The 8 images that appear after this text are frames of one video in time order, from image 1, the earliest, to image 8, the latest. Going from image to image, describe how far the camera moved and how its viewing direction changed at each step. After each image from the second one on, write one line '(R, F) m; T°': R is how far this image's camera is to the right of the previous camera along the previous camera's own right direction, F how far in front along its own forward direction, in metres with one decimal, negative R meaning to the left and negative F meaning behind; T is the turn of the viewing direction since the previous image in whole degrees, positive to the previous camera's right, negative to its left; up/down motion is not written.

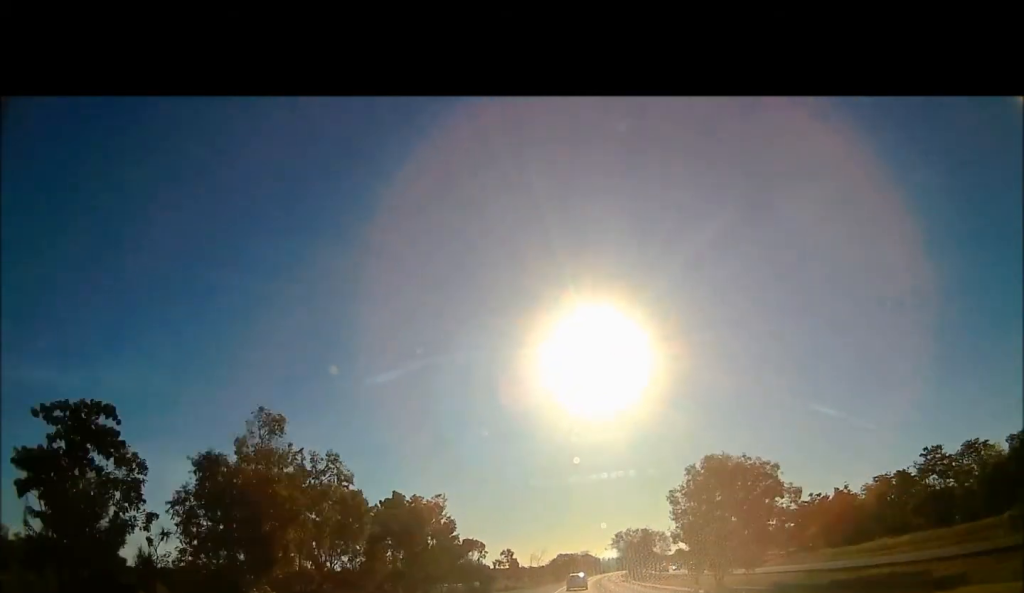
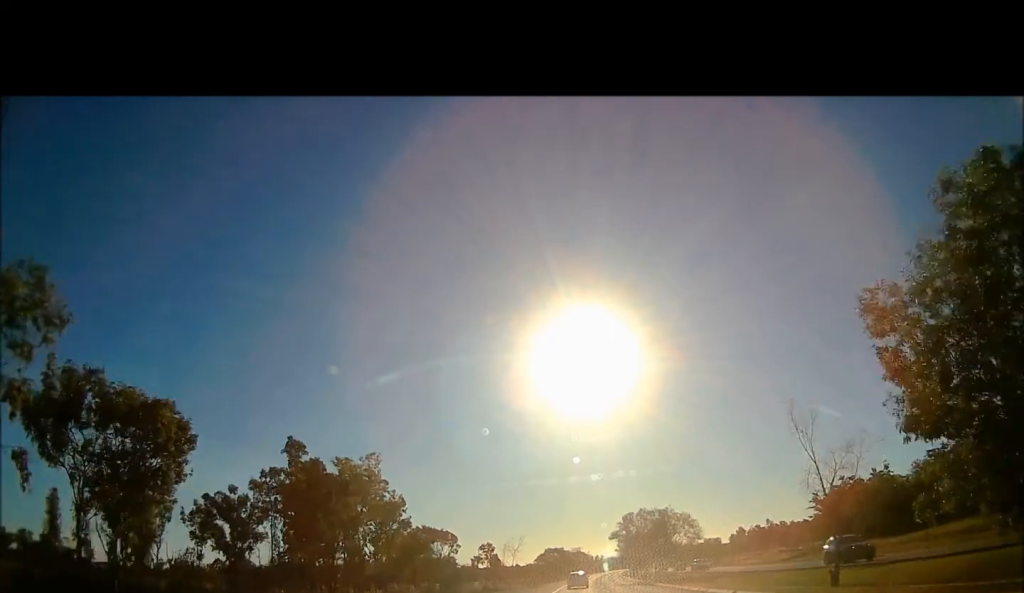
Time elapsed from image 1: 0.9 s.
(+0.1, +28.3) m; -1°
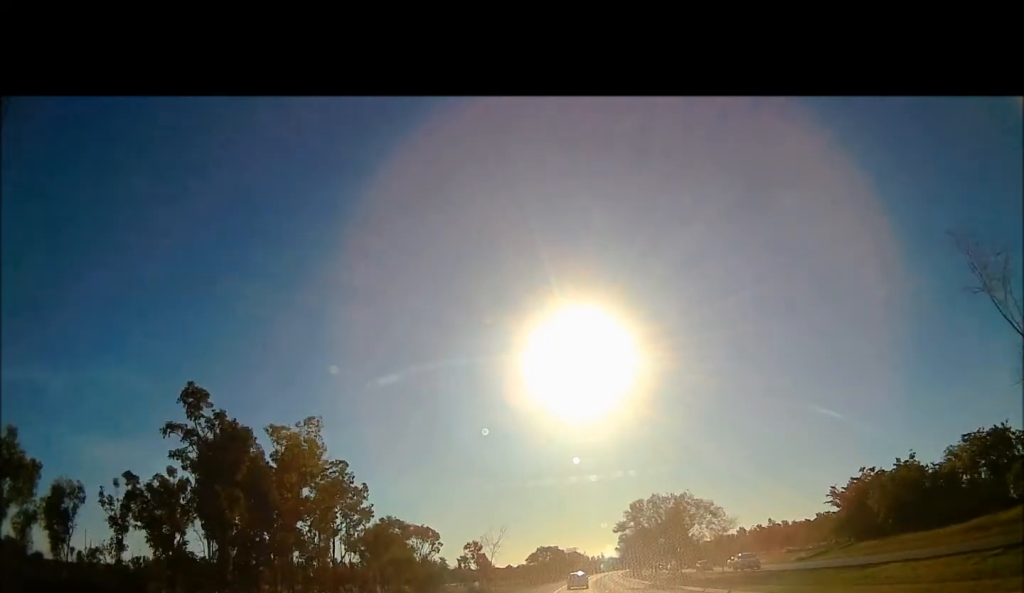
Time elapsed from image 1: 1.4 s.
(-0.2, +14.3) m; 0°
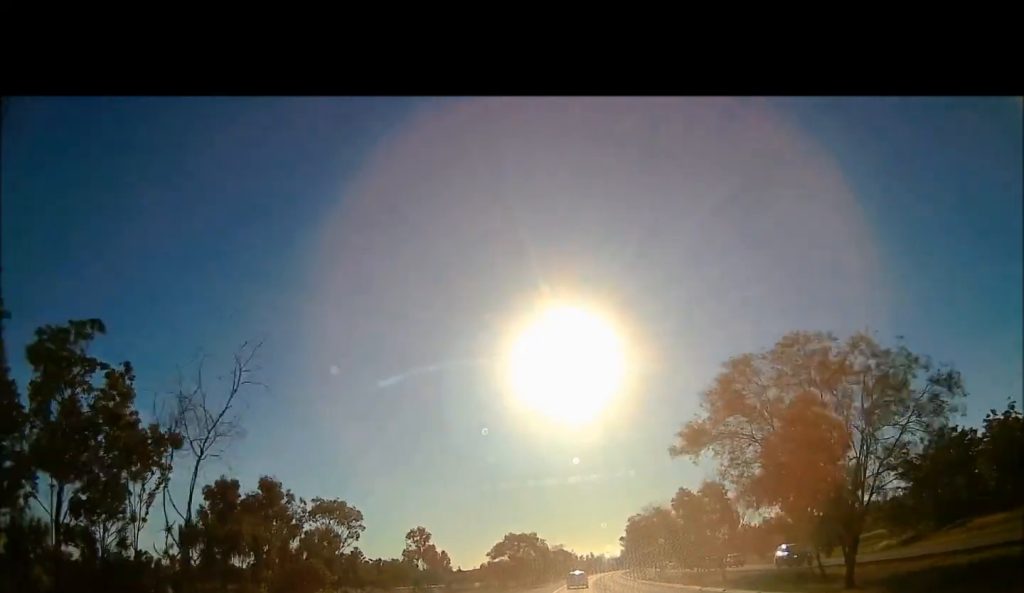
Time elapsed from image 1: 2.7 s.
(0.0, +39.8) m; +1°
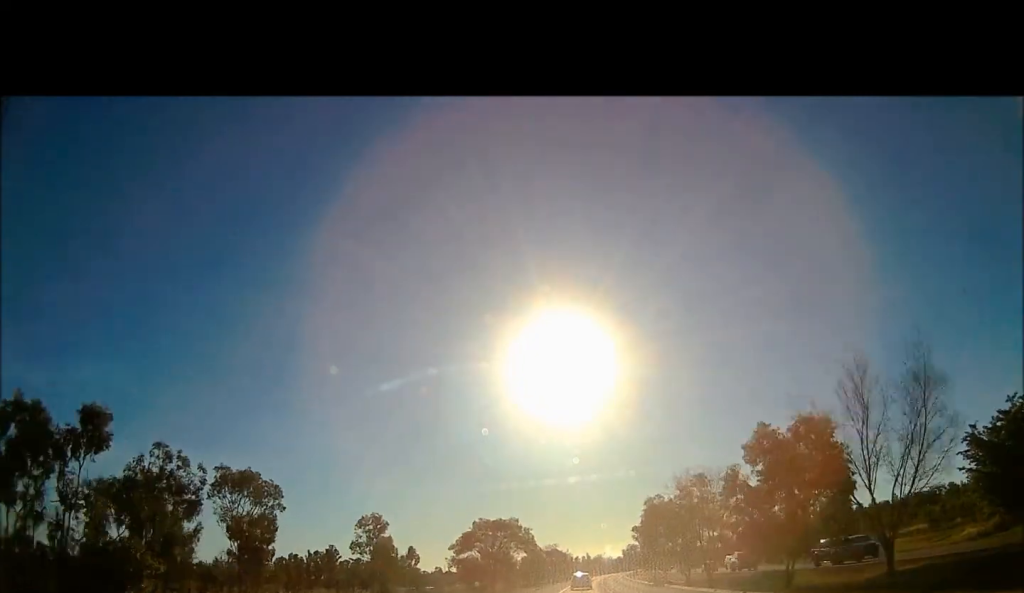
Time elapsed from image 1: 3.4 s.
(+0.2, +22.3) m; 0°
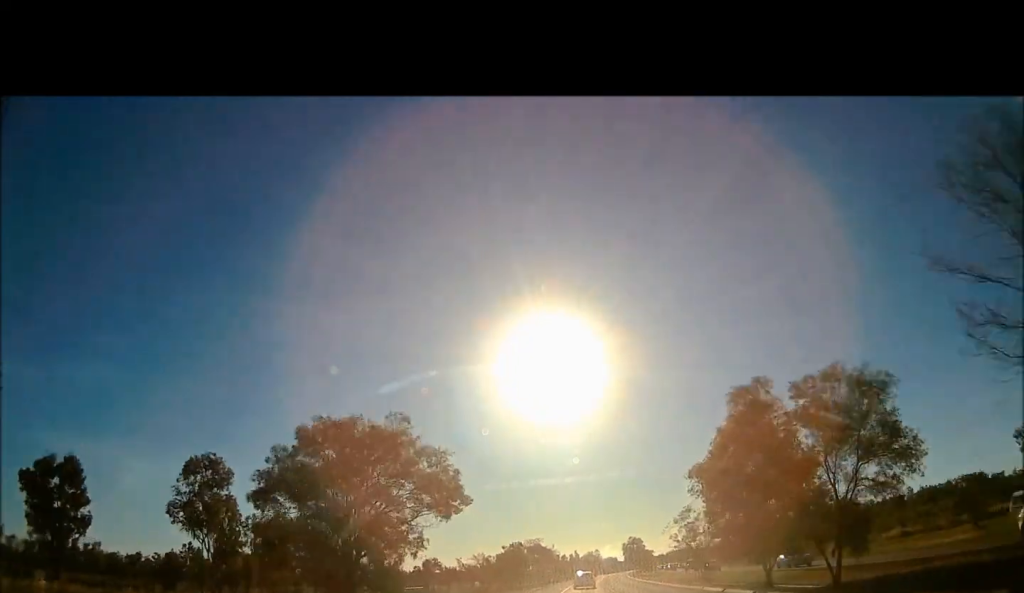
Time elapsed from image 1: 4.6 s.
(+0.1, +35.5) m; +2°
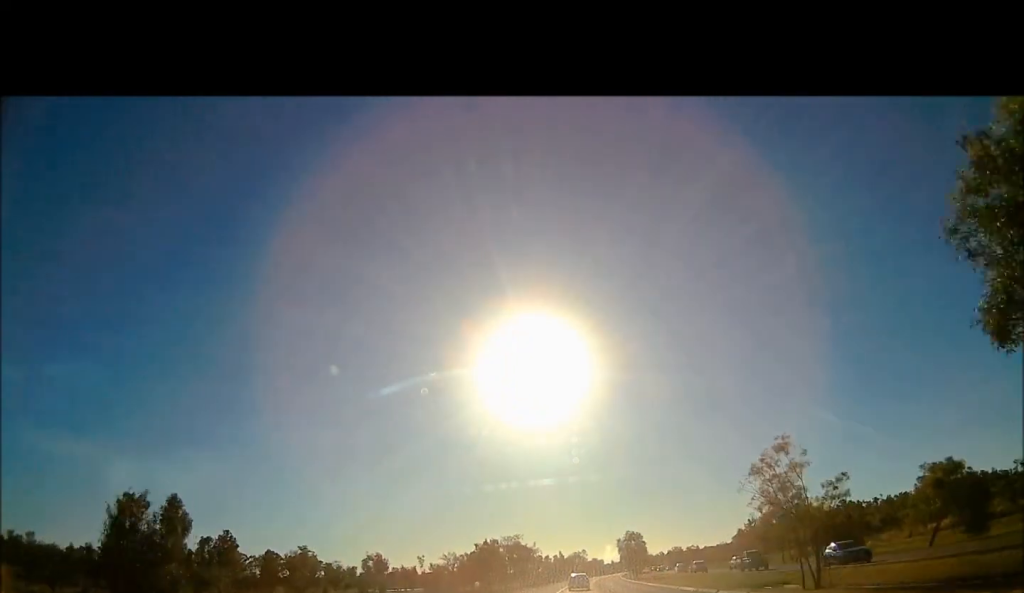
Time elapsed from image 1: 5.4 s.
(+0.4, +24.5) m; +2°
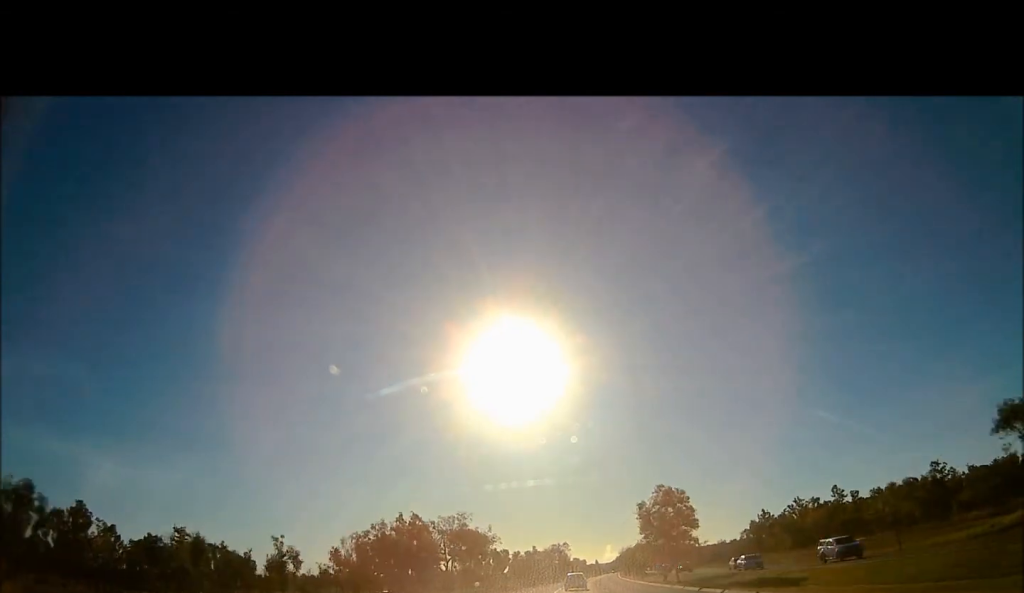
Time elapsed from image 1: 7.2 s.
(+1.6, +55.6) m; +2°
